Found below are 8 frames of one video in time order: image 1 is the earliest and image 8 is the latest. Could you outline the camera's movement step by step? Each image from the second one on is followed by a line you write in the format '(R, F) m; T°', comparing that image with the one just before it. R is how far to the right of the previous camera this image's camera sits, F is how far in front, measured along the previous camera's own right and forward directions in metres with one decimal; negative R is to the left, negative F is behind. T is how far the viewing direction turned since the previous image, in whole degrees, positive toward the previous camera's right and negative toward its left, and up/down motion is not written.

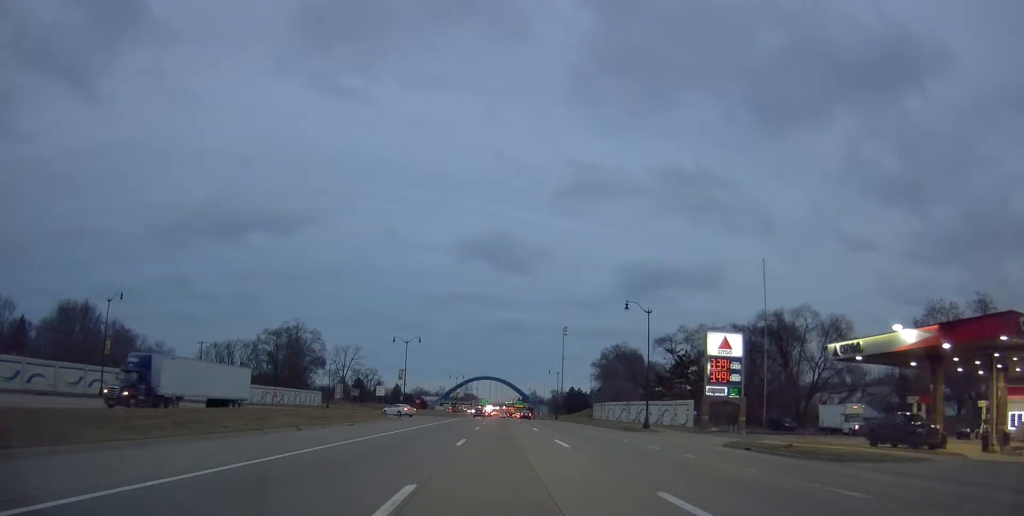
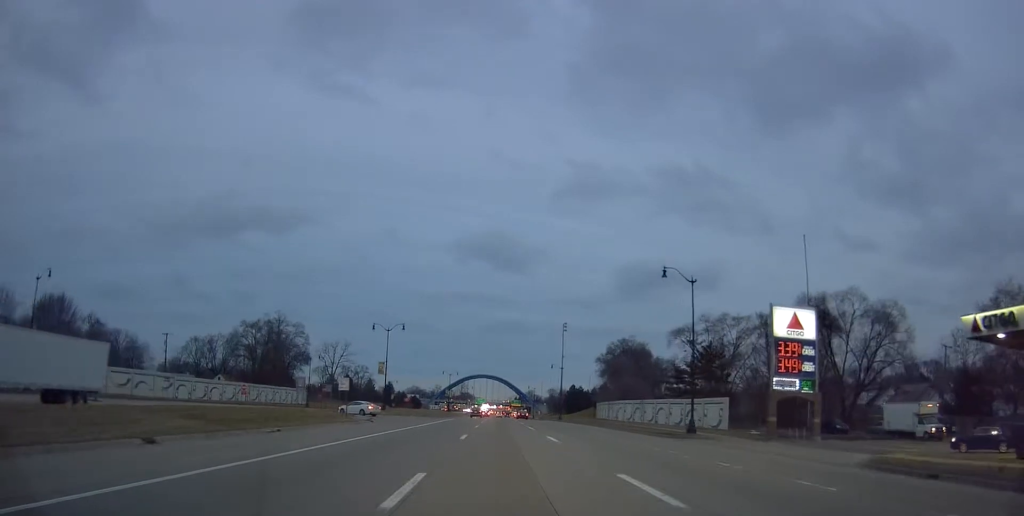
(+0.3, +12.7) m; +1°
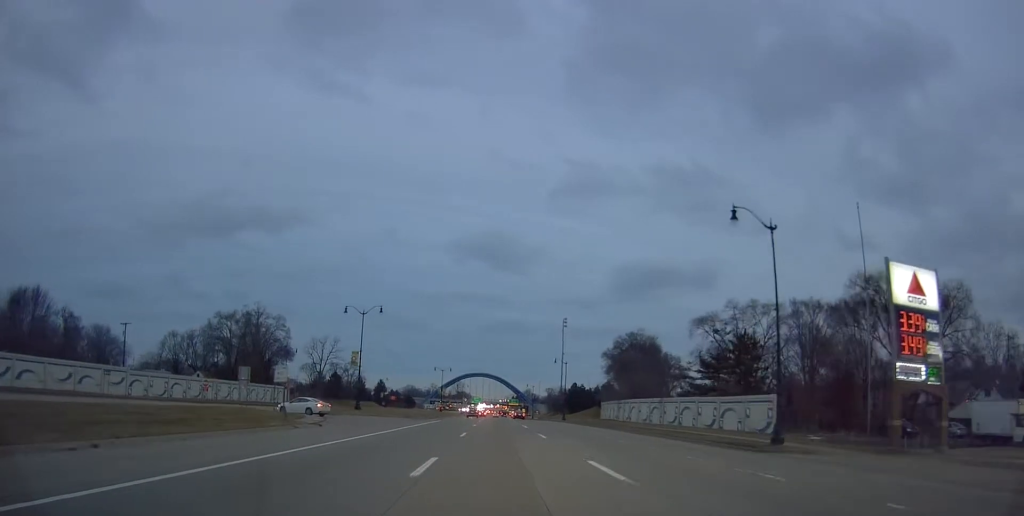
(+0.2, +12.7) m; +1°
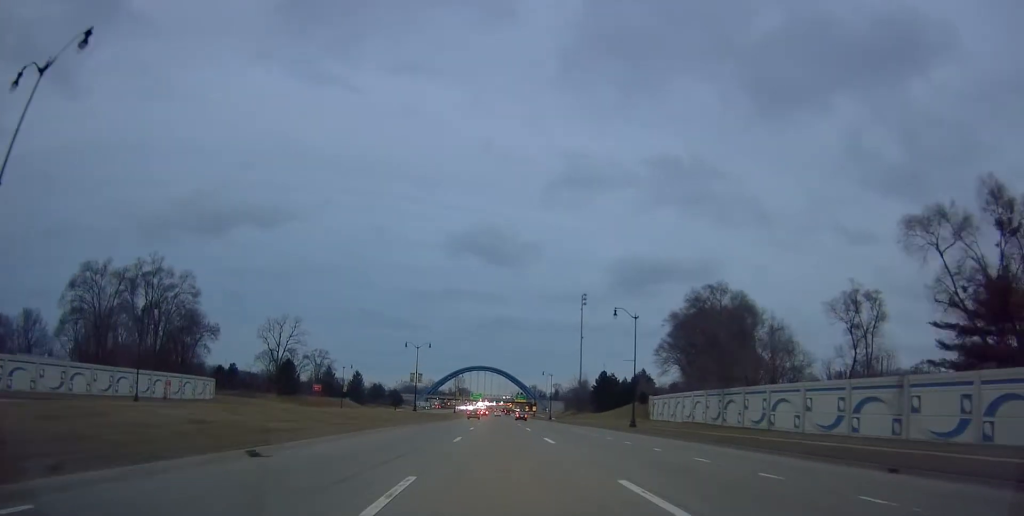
(+1.6, +50.5) m; +1°
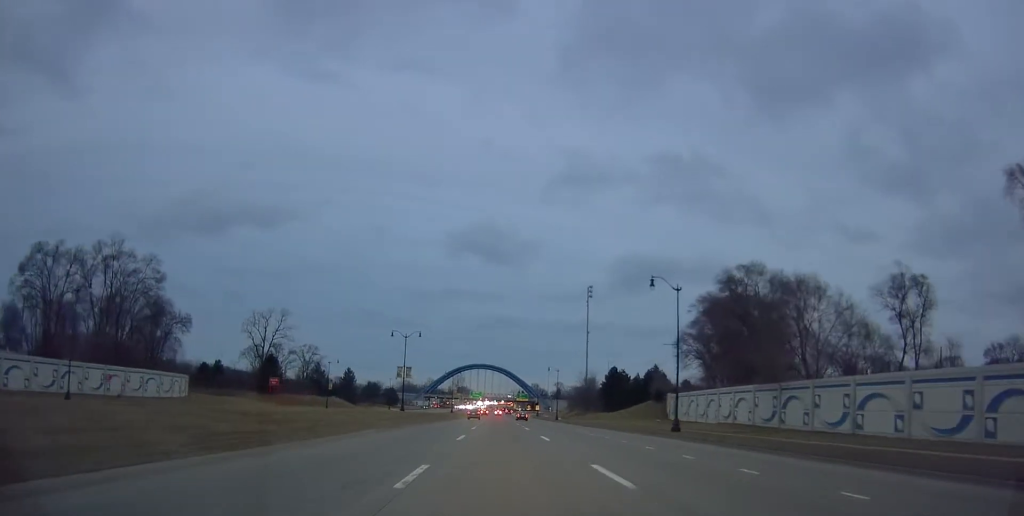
(-0.2, +12.8) m; -2°
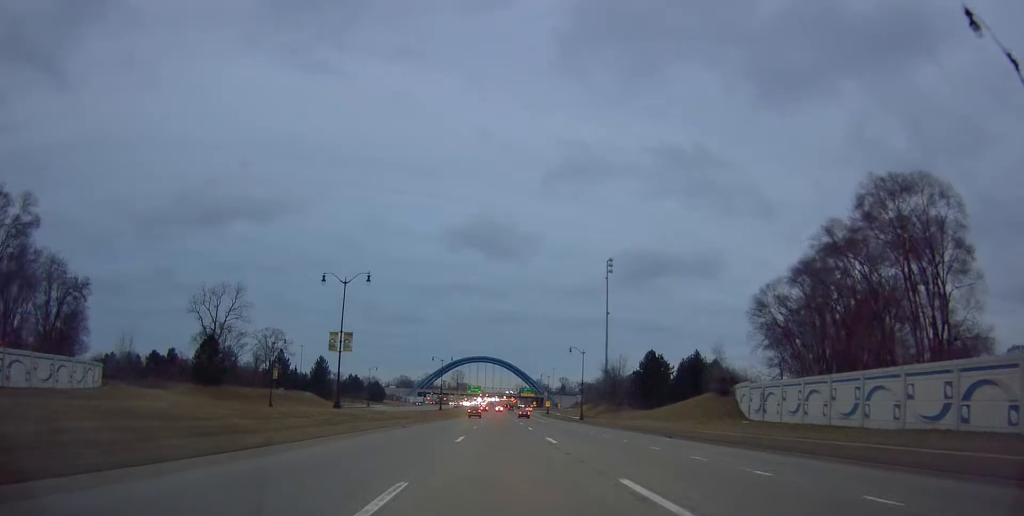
(-0.4, +33.5) m; +1°
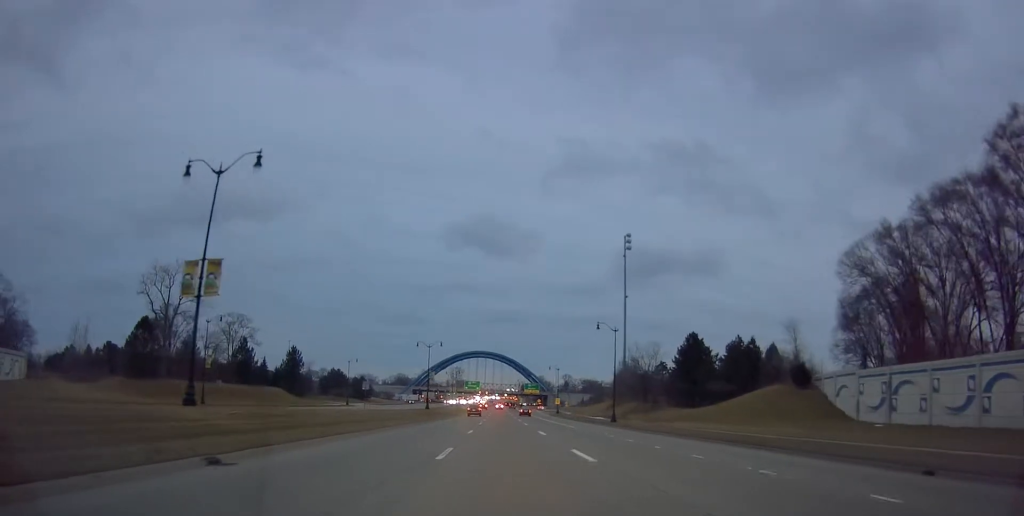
(+0.6, +23.8) m; 0°
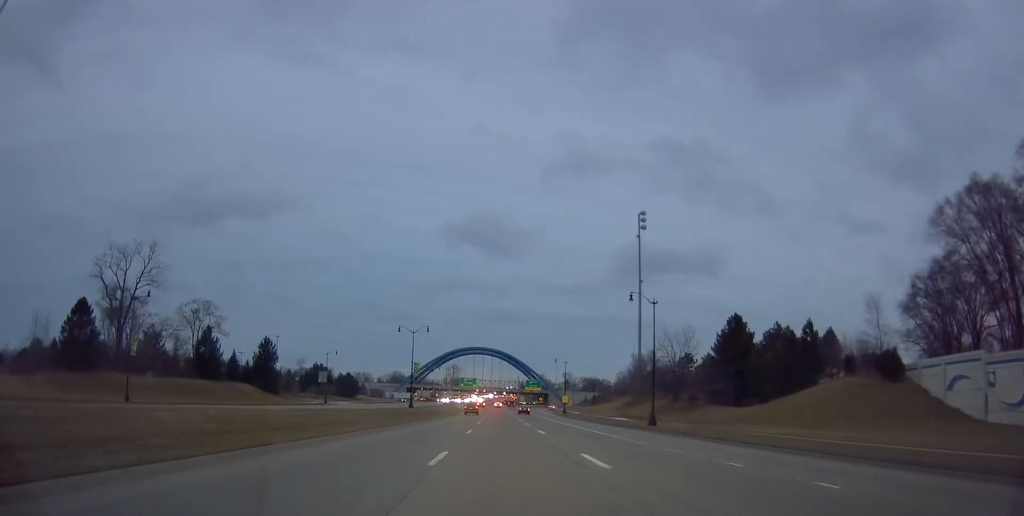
(-1.0, +16.8) m; 0°
